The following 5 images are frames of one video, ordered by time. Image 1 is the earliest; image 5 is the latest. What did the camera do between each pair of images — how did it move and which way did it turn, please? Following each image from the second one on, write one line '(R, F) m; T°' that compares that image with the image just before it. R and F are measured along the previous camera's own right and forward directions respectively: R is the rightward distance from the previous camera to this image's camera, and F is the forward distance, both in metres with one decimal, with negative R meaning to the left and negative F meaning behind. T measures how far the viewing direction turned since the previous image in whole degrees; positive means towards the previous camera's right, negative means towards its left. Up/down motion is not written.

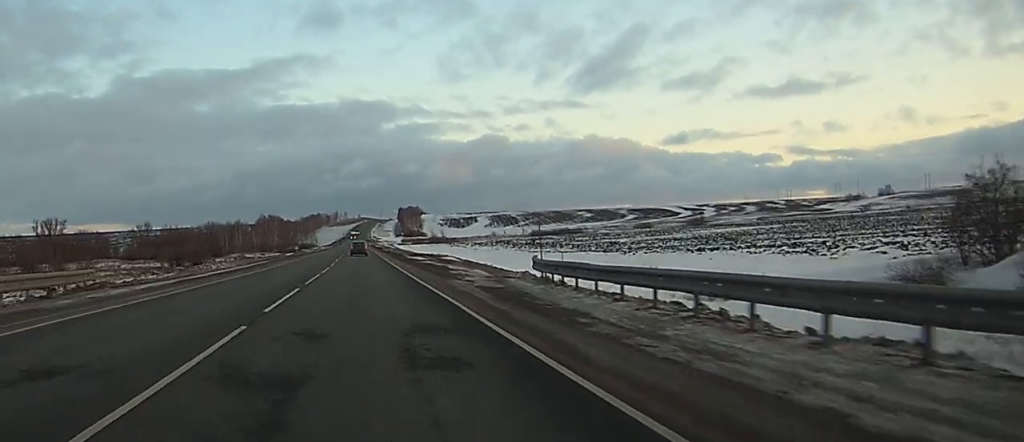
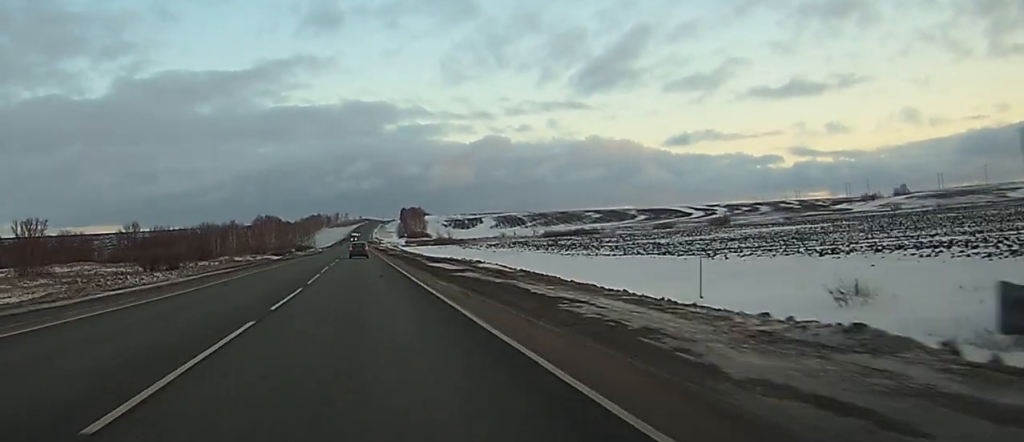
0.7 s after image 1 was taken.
(0.0, +22.9) m; 0°
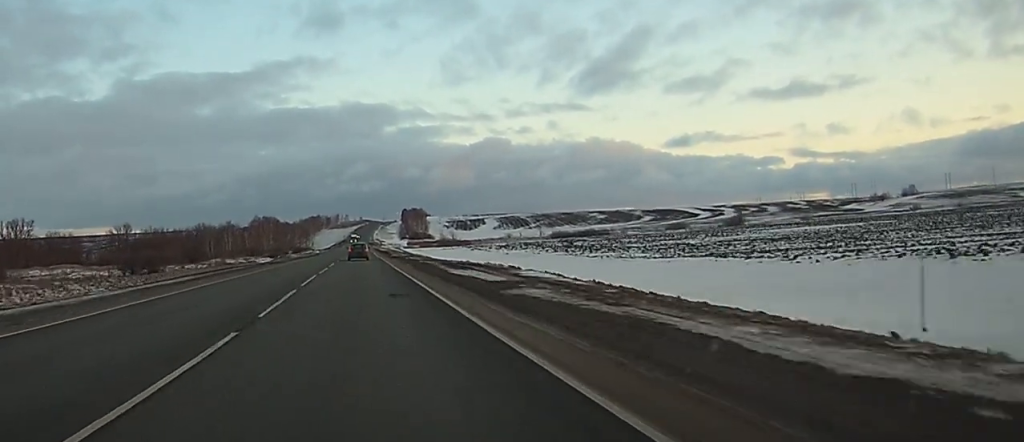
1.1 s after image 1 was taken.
(0.0, +14.1) m; 0°
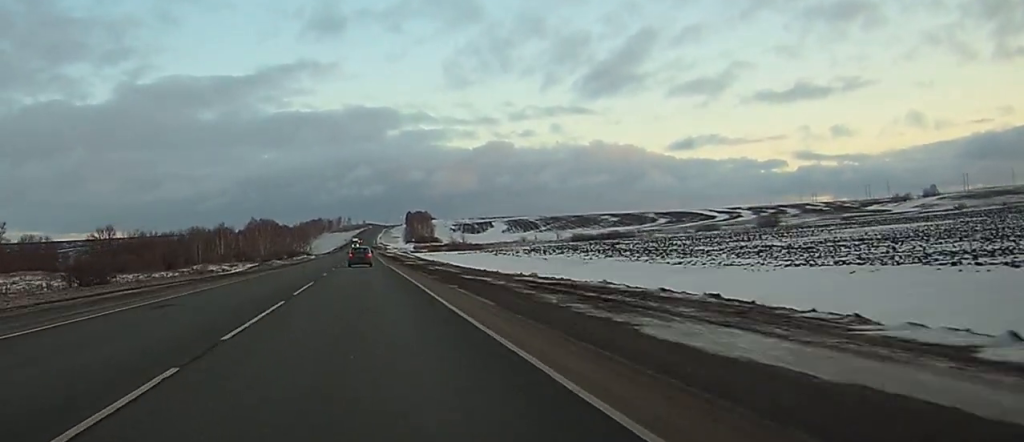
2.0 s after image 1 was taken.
(-0.1, +28.5) m; 0°
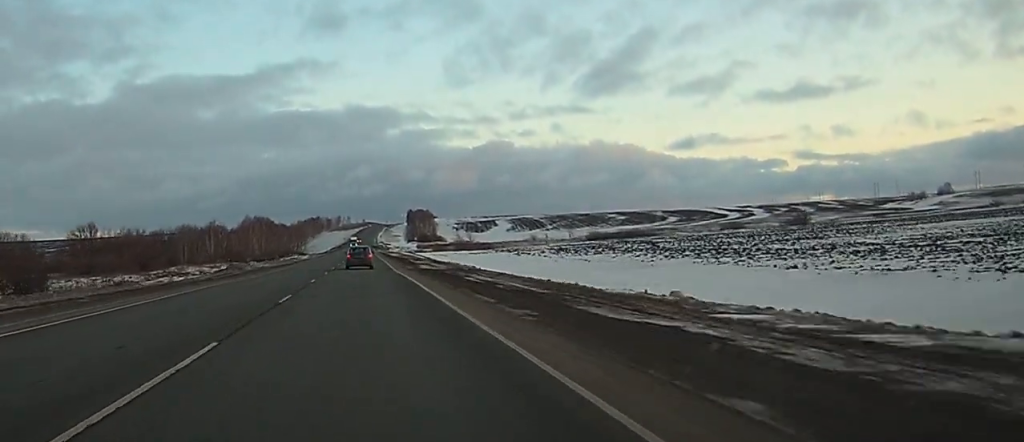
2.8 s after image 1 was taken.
(-0.1, +22.5) m; 0°
